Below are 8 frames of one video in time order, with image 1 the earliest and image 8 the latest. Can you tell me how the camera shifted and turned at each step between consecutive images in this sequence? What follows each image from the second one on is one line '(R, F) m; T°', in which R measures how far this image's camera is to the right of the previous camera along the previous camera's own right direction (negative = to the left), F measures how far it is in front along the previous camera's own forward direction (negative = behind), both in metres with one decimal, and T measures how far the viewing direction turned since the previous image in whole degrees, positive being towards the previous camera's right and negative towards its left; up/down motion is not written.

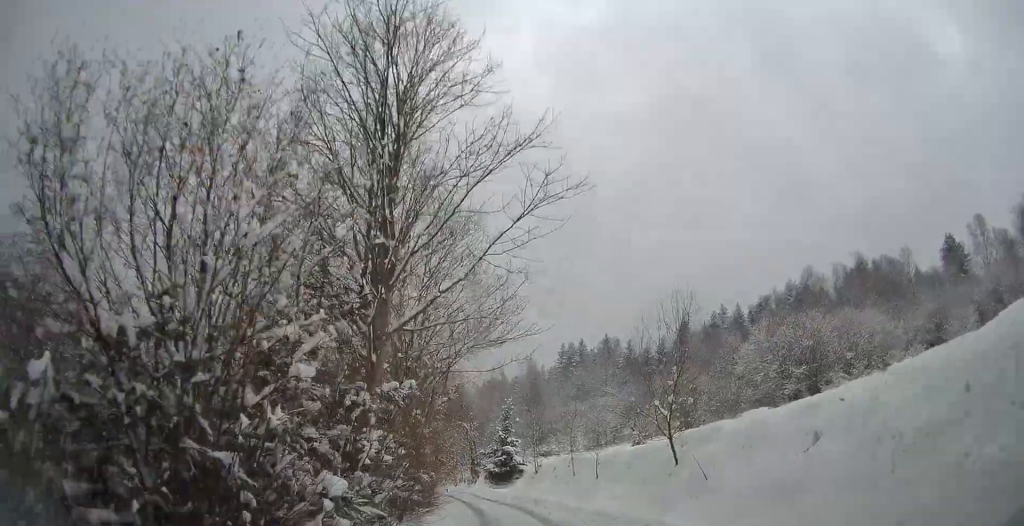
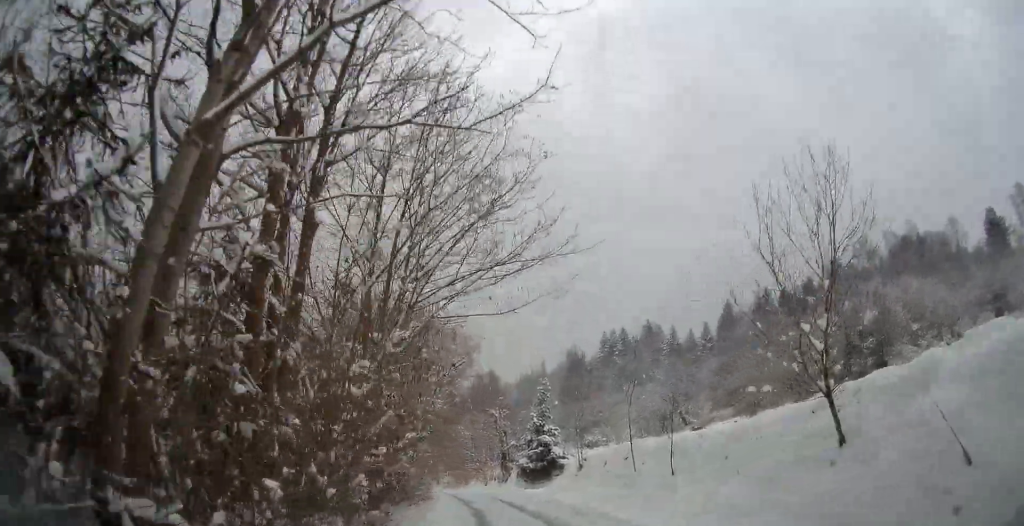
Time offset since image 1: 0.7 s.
(-0.3, +7.1) m; -4°
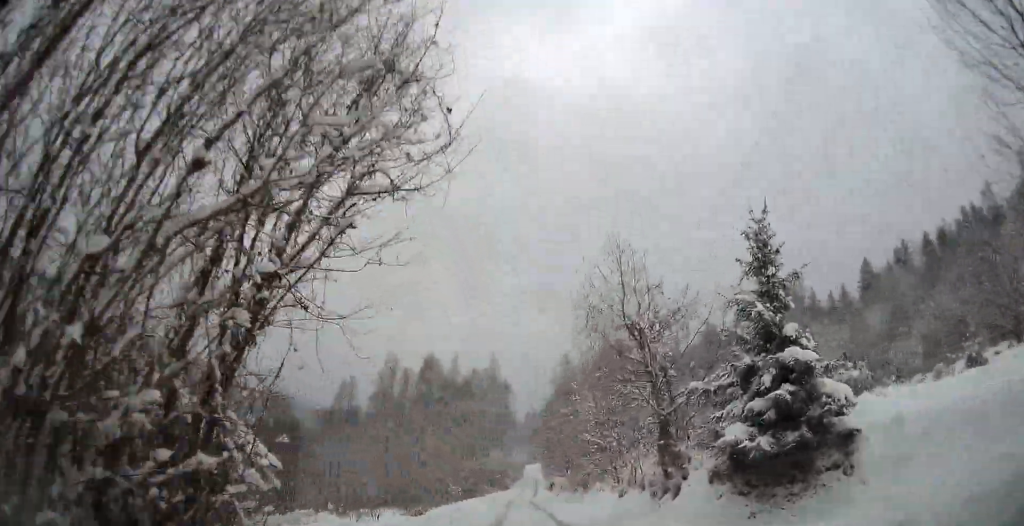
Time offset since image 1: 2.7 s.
(-2.4, +19.9) m; -12°
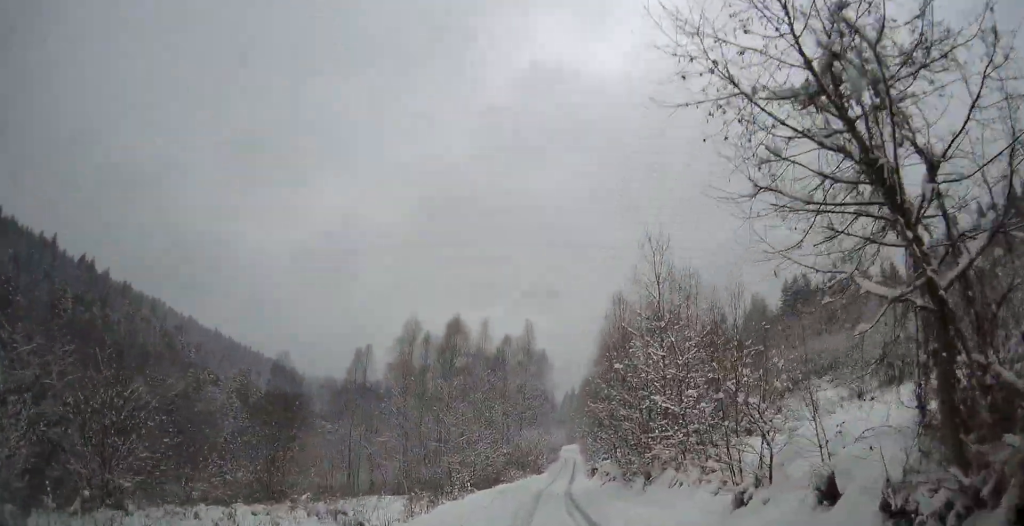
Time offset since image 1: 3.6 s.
(-0.4, +9.4) m; -3°
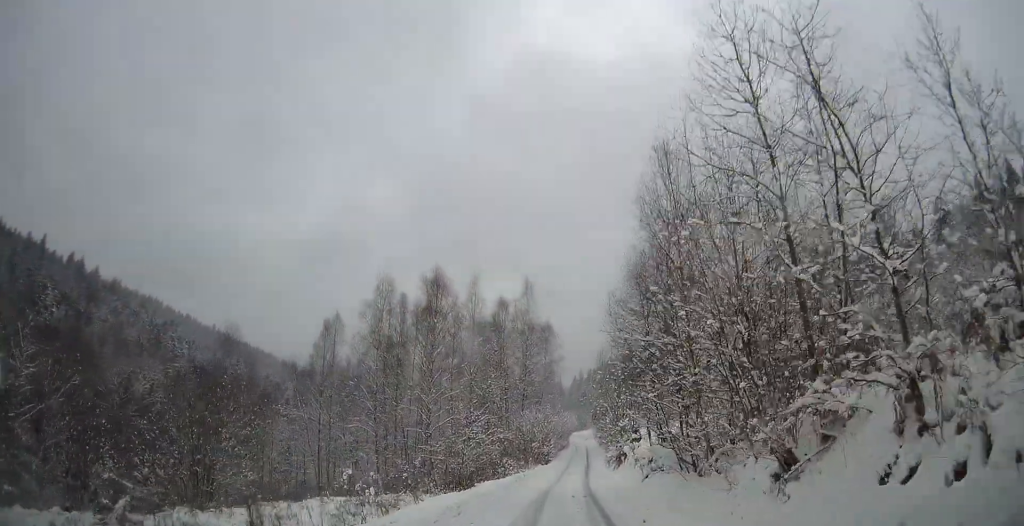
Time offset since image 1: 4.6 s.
(-0.2, +12.1) m; -1°
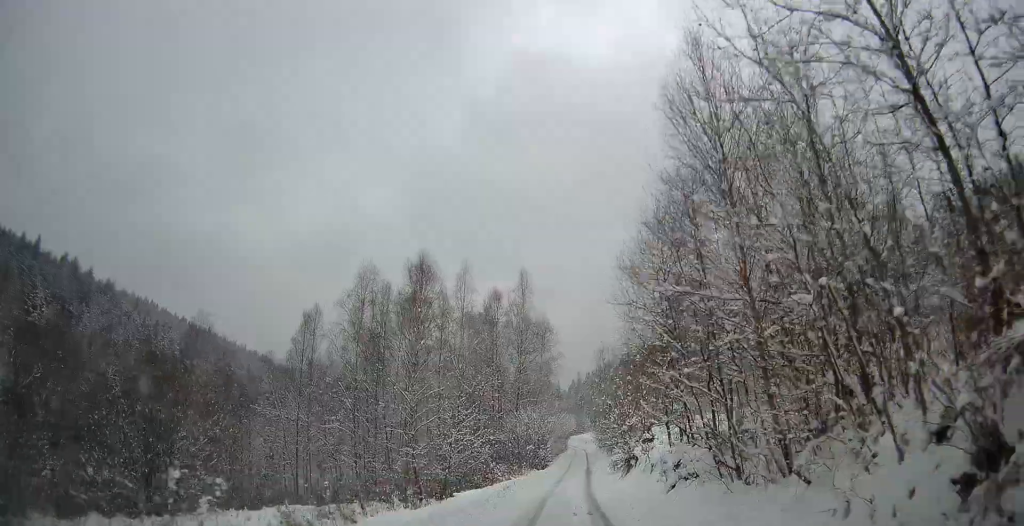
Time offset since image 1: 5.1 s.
(0.0, +4.8) m; 0°
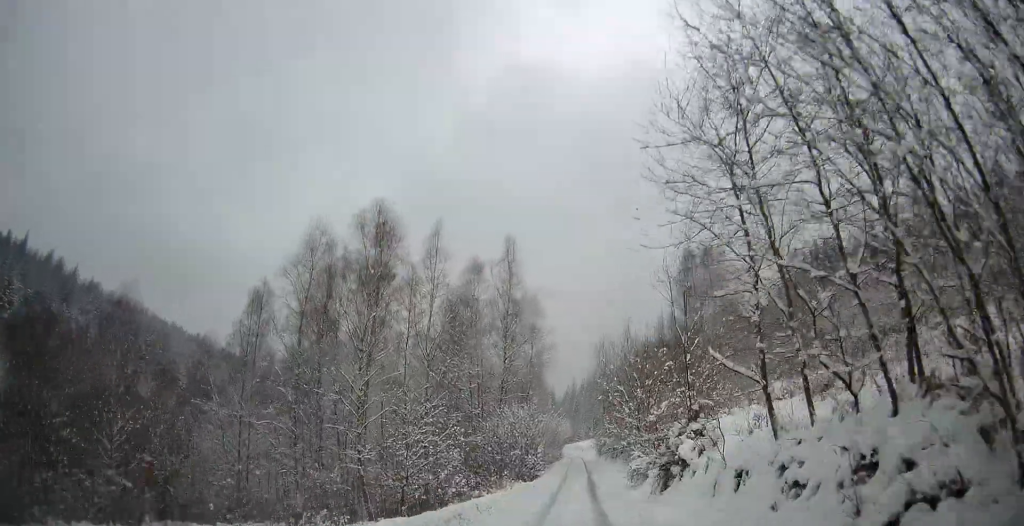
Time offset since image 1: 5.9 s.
(0.0, +10.0) m; +1°
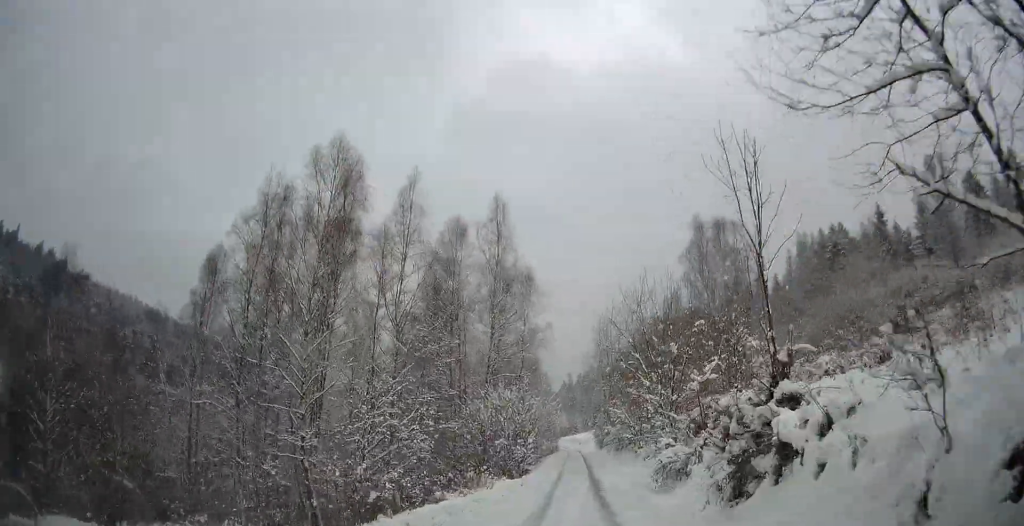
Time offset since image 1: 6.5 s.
(0.0, +6.6) m; +1°
